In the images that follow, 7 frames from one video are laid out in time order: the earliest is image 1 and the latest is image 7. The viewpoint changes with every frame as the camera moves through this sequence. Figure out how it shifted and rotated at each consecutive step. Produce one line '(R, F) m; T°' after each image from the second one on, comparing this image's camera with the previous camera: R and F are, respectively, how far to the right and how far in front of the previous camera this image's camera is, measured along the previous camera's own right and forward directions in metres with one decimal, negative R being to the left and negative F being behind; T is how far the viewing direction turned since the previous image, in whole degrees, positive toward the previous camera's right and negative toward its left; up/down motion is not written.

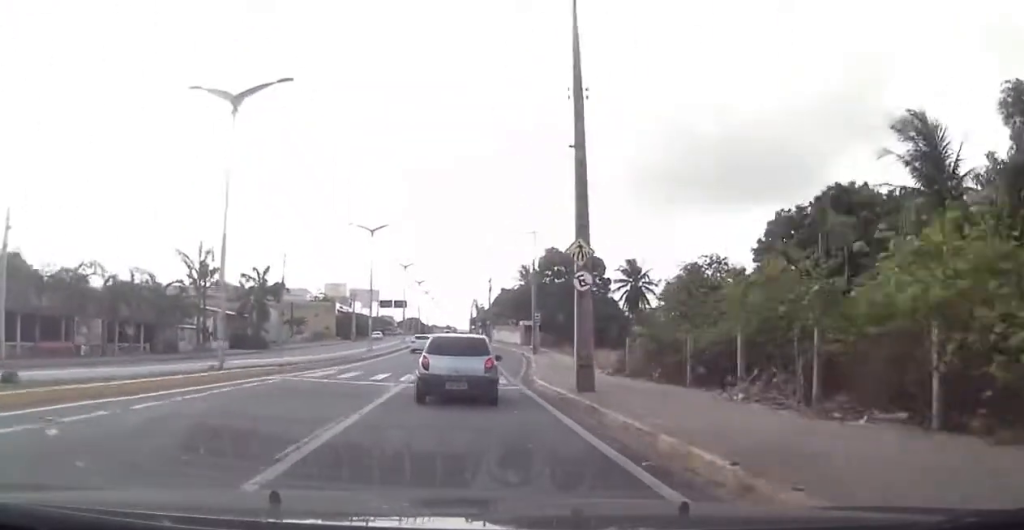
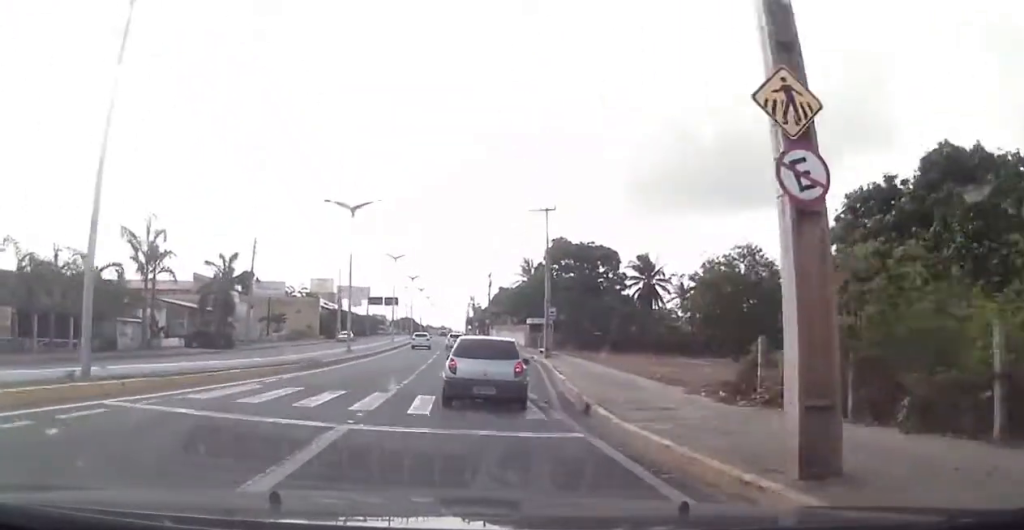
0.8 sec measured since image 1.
(+0.3, +10.1) m; +1°
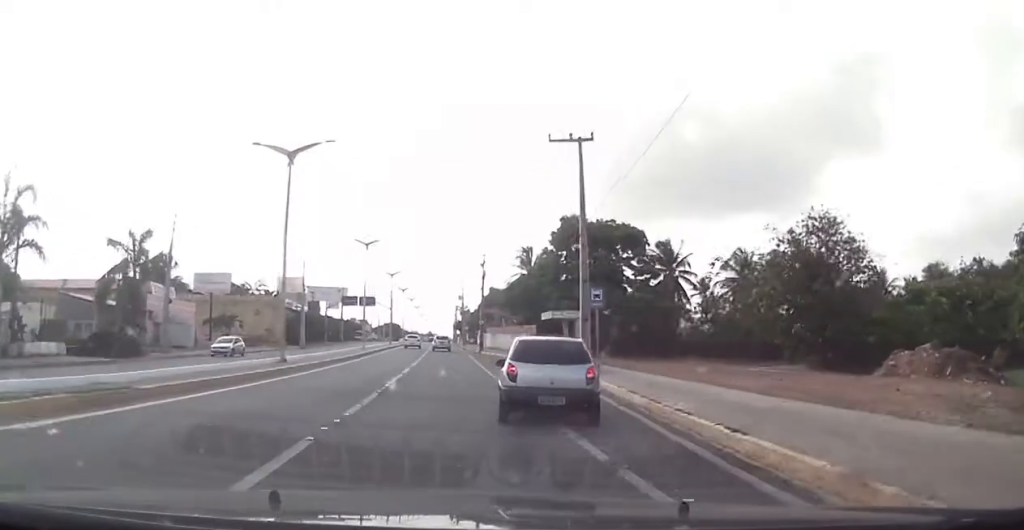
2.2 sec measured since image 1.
(-0.5, +16.9) m; -2°
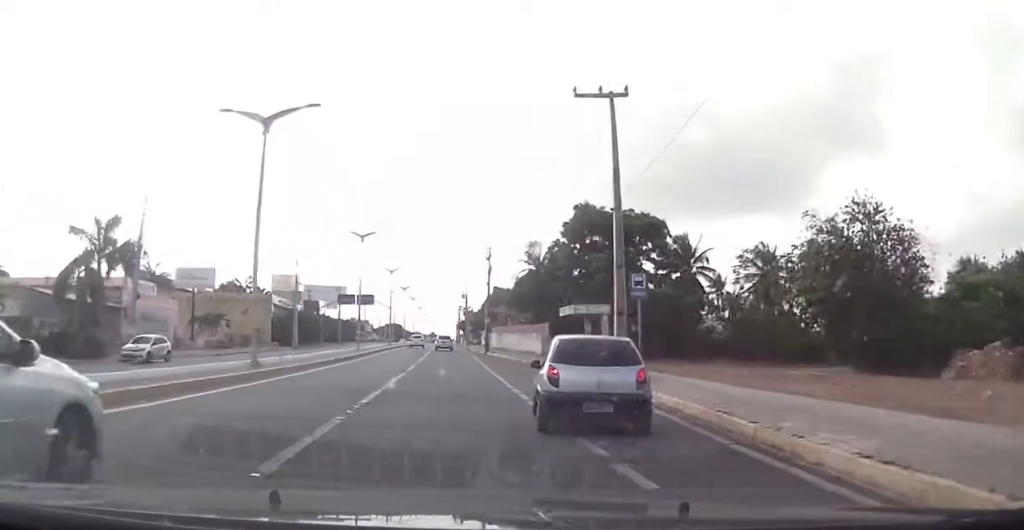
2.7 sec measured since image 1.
(-0.2, +5.6) m; 0°
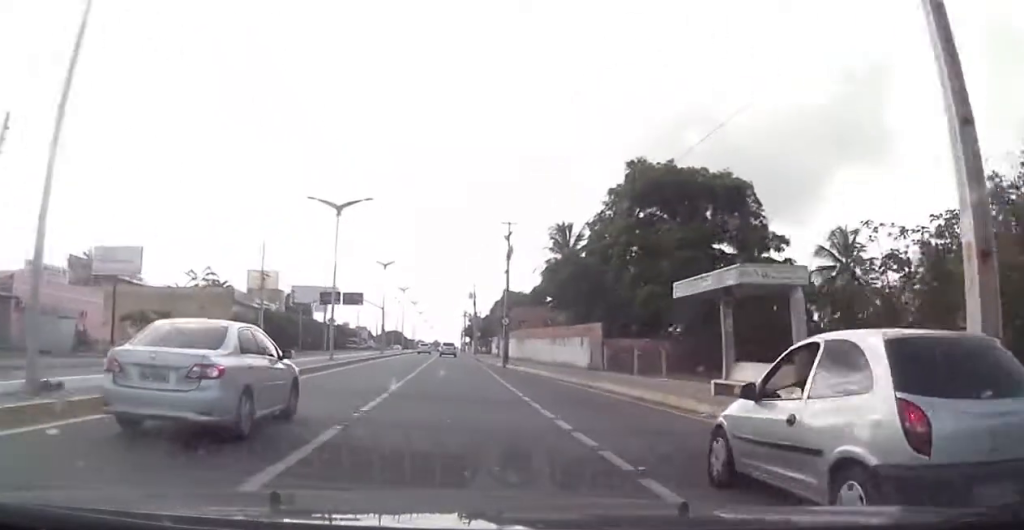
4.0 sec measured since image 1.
(+0.7, +16.3) m; +2°
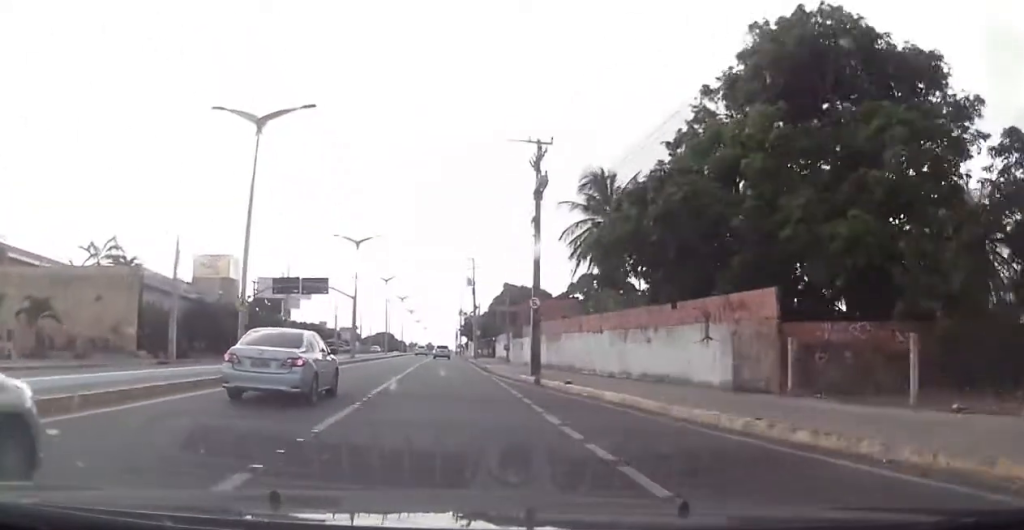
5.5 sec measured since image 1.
(0.0, +18.8) m; -2°
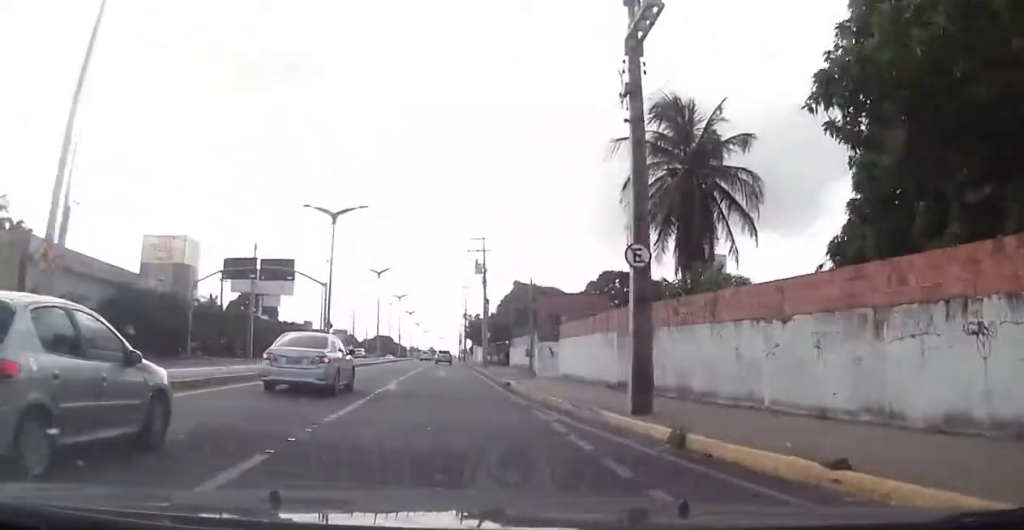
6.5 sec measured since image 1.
(-0.5, +14.5) m; 0°
